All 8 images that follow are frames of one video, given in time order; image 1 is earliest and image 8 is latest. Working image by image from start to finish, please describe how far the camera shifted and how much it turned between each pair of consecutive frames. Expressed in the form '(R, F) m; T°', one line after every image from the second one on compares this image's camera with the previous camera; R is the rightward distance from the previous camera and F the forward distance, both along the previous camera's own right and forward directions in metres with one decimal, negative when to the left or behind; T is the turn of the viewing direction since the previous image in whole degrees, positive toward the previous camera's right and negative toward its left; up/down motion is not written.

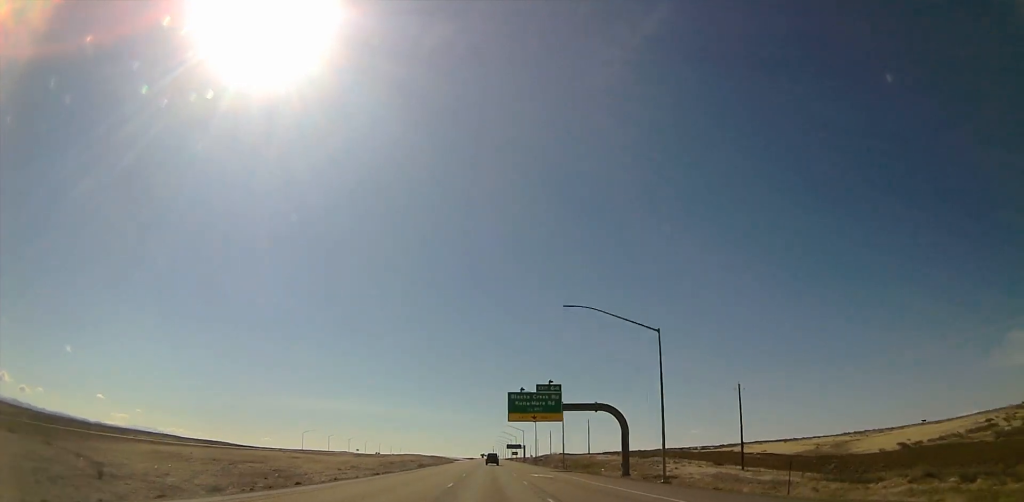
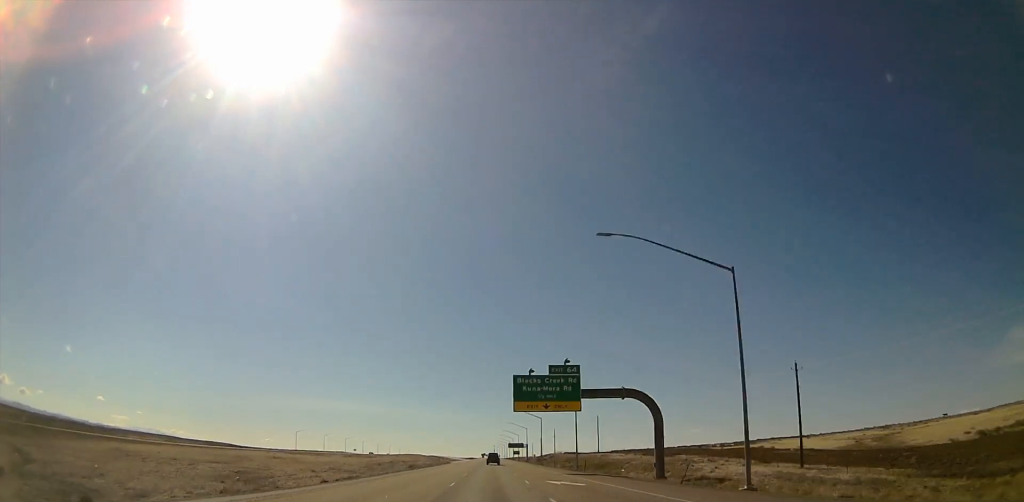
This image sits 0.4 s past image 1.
(0.0, +15.0) m; 0°
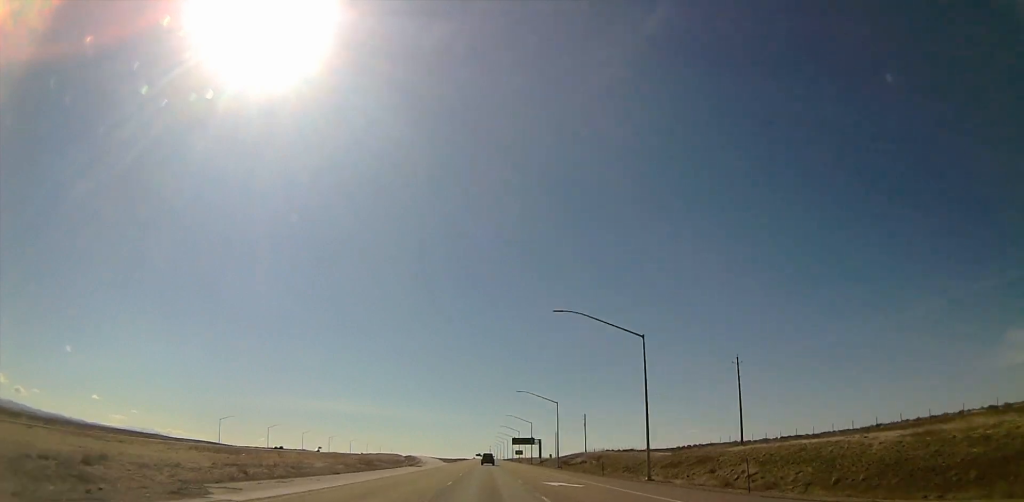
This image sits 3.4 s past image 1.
(-0.5, +103.3) m; 0°
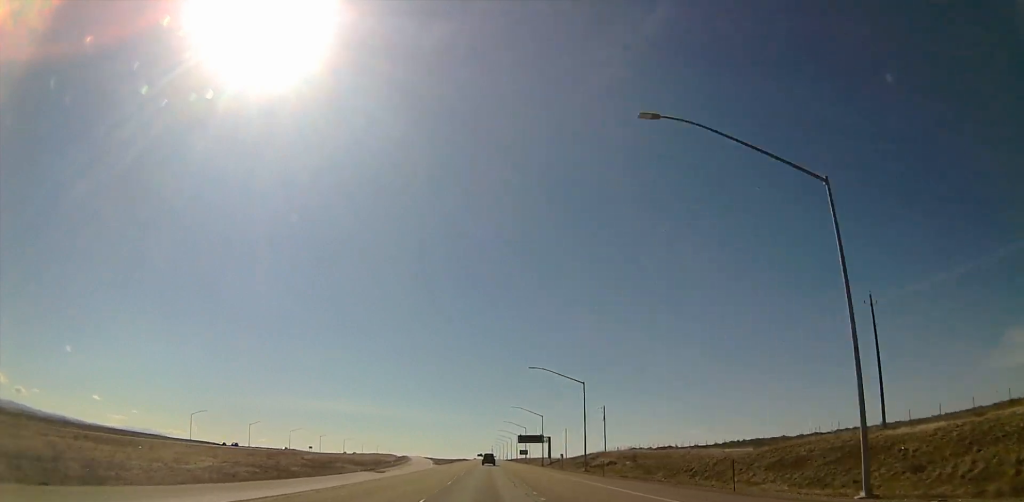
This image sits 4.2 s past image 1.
(0.0, +29.2) m; 0°
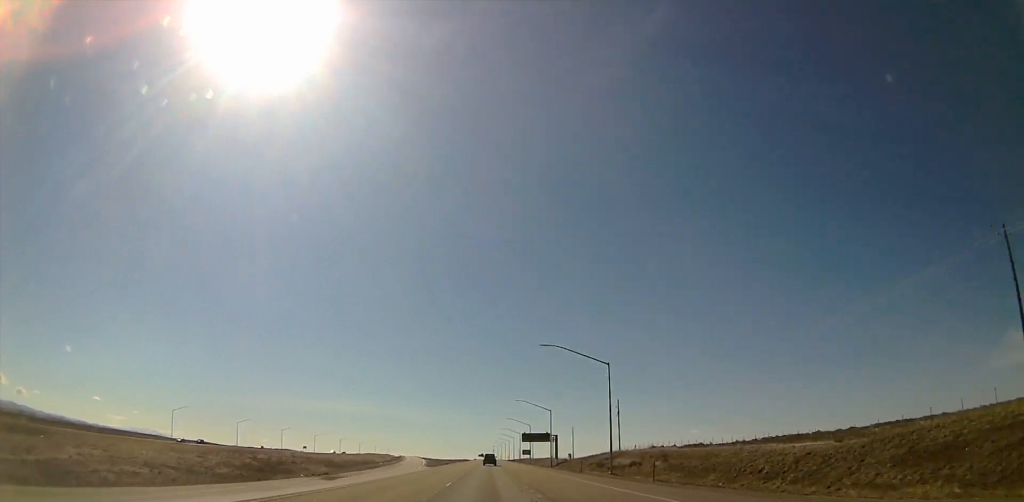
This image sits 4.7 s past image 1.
(0.0, +16.4) m; 0°
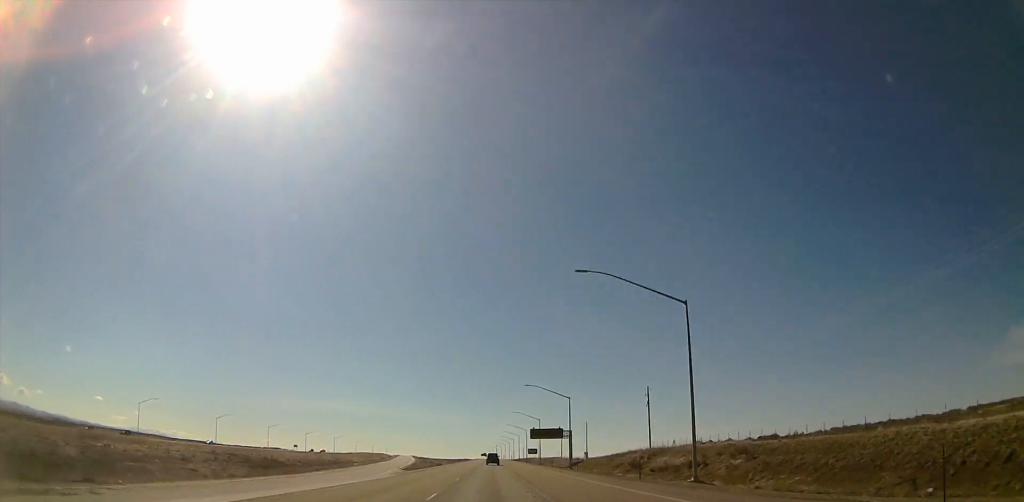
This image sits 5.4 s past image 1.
(0.0, +25.7) m; 0°
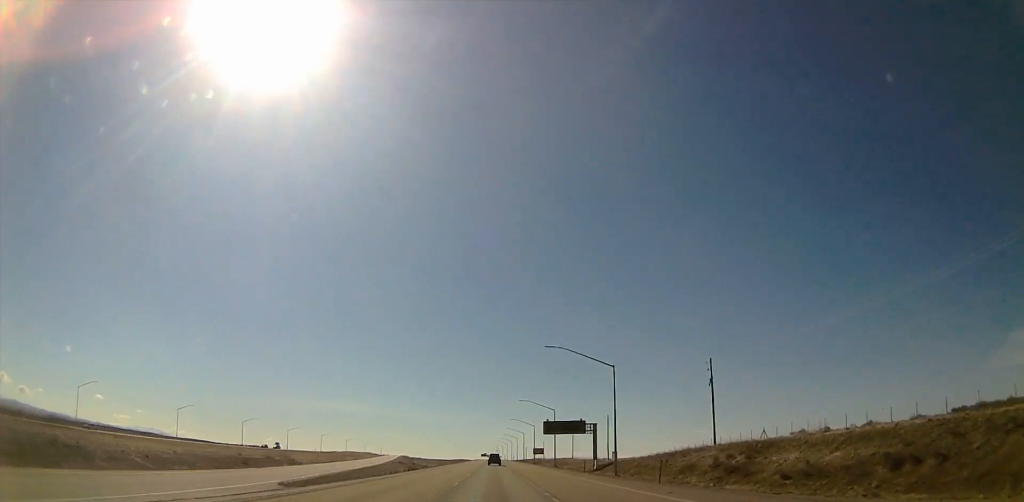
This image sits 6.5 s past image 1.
(0.0, +35.2) m; 0°
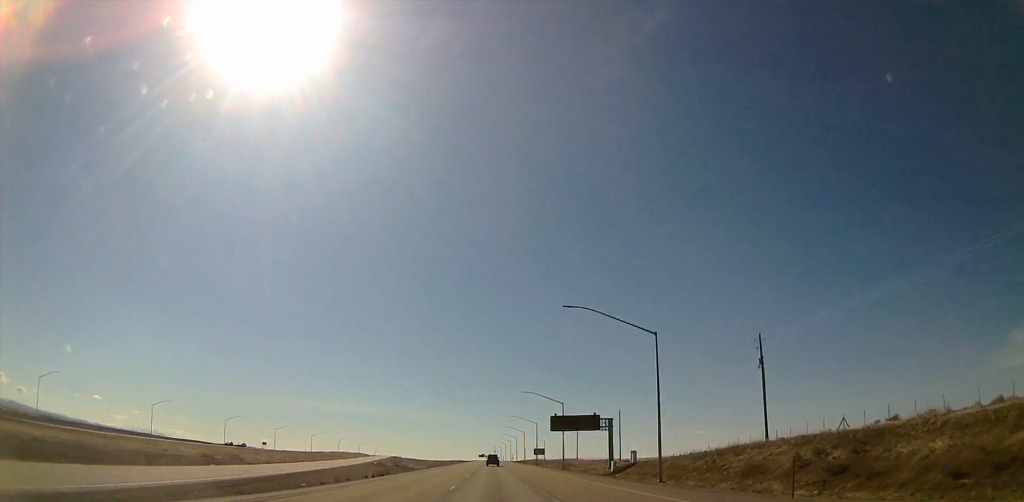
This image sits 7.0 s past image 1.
(0.0, +17.6) m; 0°
